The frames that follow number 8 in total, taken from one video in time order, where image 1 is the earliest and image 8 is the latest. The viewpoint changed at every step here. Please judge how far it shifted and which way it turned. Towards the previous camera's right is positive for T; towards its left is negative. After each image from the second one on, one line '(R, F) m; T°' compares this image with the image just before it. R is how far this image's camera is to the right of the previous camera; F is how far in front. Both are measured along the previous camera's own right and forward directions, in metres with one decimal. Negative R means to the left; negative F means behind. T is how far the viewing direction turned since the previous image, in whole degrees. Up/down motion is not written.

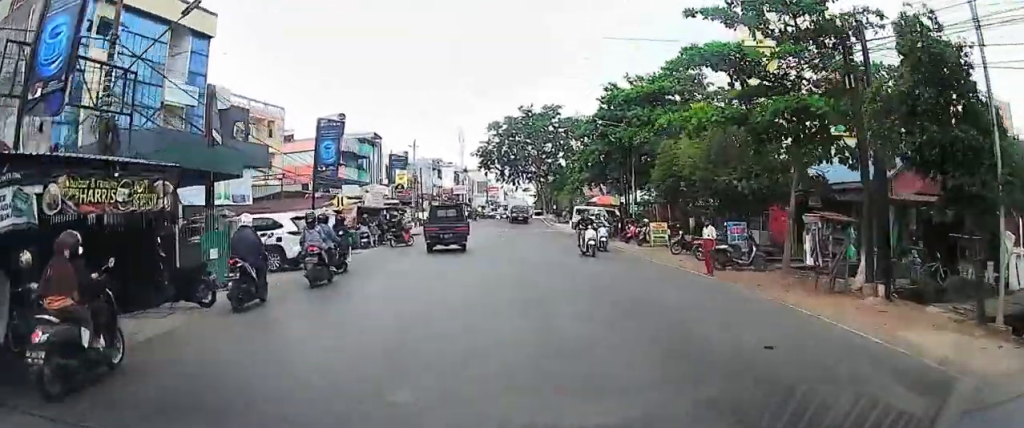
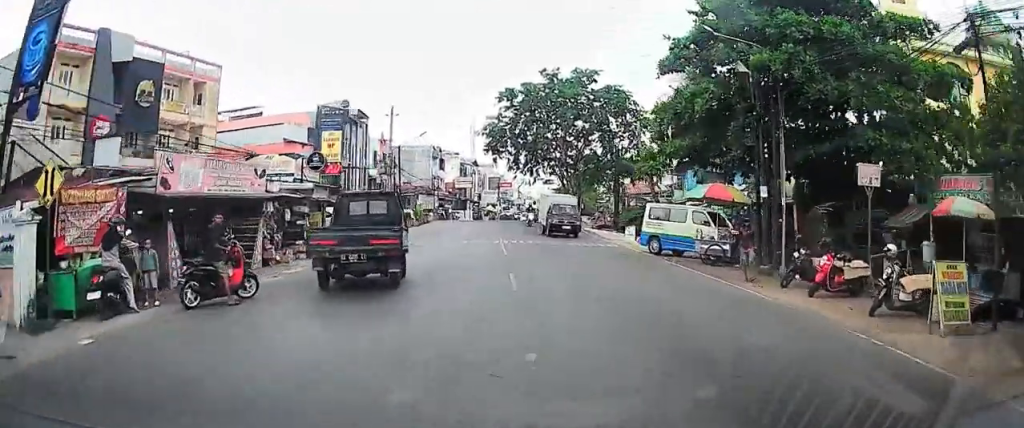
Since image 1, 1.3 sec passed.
(-0.7, +19.2) m; -4°
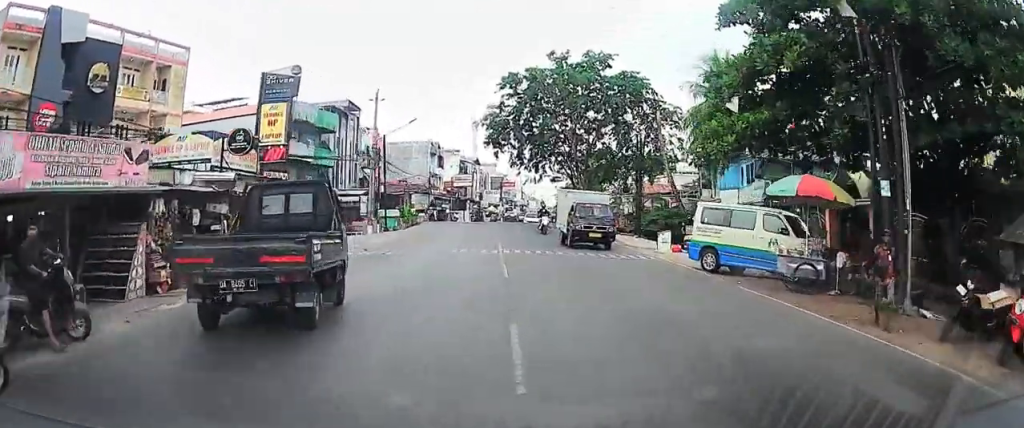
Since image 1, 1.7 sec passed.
(-0.1, +6.1) m; -1°
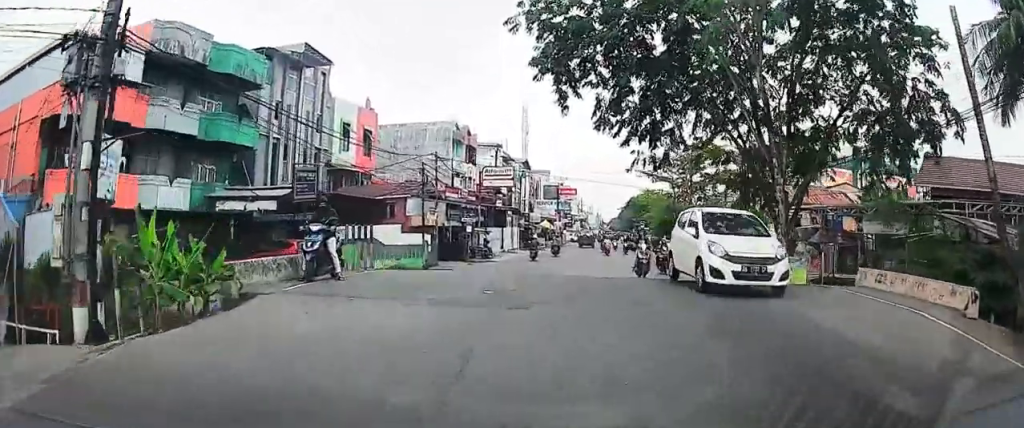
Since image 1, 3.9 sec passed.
(-1.2, +35.7) m; -4°
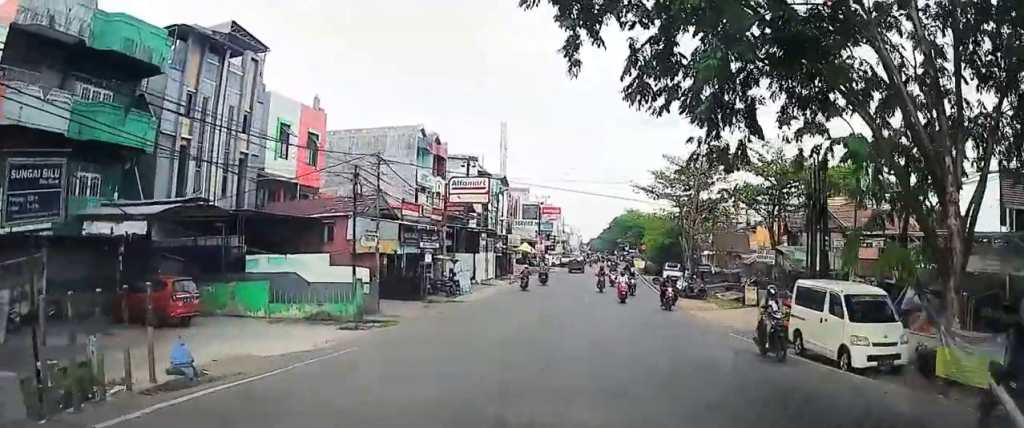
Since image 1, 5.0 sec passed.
(-0.1, +17.0) m; -1°
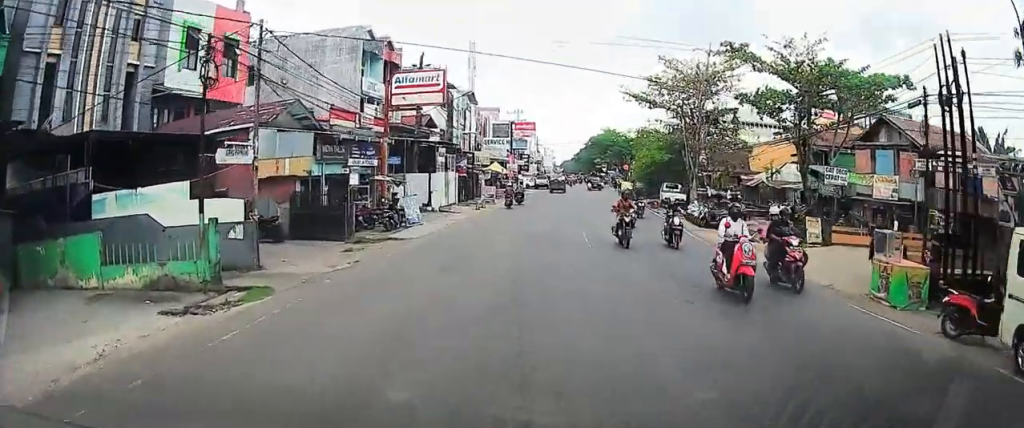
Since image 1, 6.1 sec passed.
(-0.2, +15.6) m; 0°
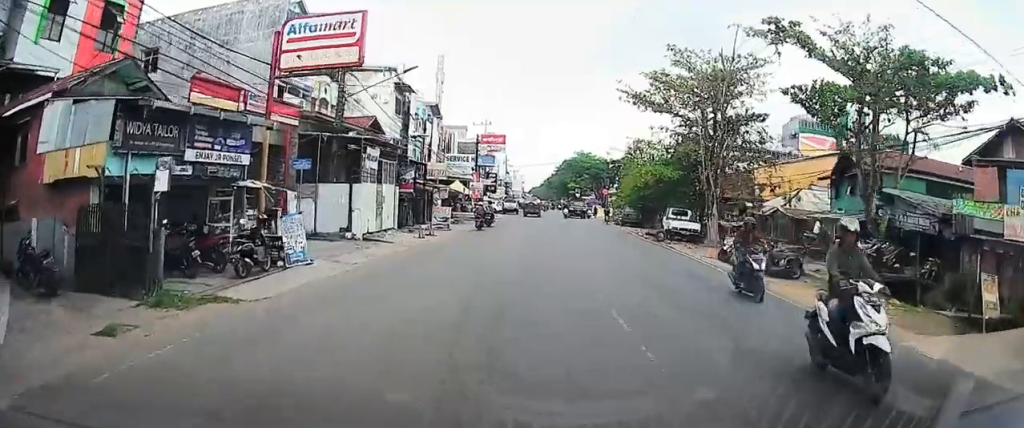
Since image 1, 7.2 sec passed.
(+0.3, +11.9) m; +3°
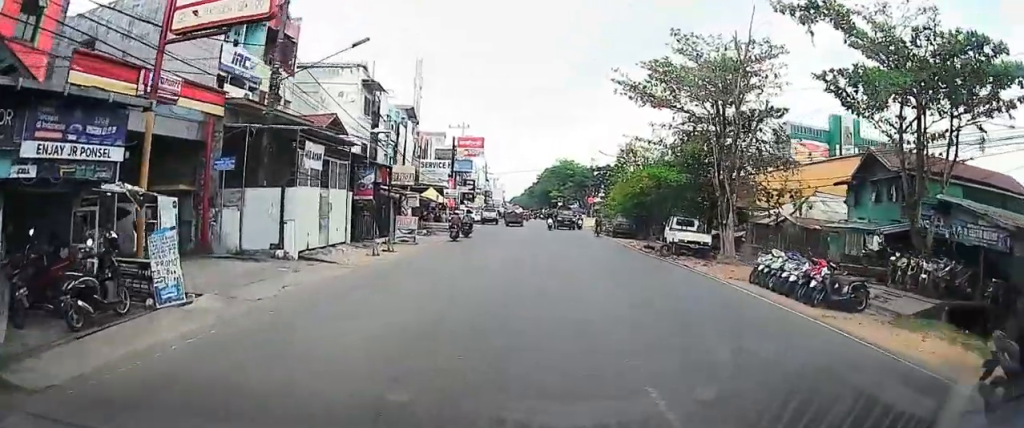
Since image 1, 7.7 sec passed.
(+0.1, +4.6) m; +1°
